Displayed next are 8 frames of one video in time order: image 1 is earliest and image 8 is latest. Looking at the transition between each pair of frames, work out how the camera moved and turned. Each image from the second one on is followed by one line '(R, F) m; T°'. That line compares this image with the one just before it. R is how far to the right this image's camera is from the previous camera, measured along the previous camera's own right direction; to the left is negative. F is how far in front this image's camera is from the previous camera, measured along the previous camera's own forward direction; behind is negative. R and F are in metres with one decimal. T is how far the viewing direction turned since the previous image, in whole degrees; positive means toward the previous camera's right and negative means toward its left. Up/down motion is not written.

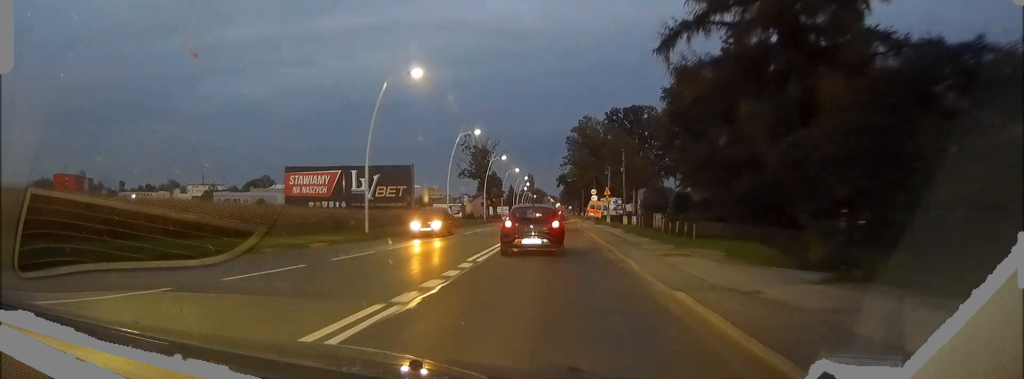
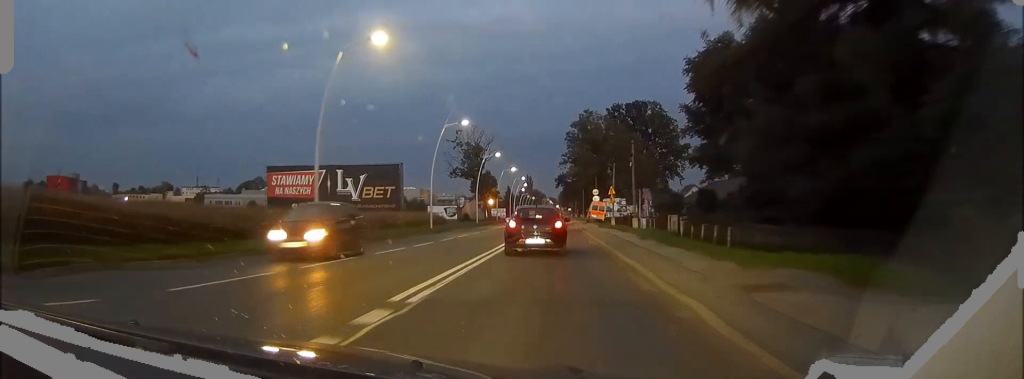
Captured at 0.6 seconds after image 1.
(0.0, +7.8) m; 0°
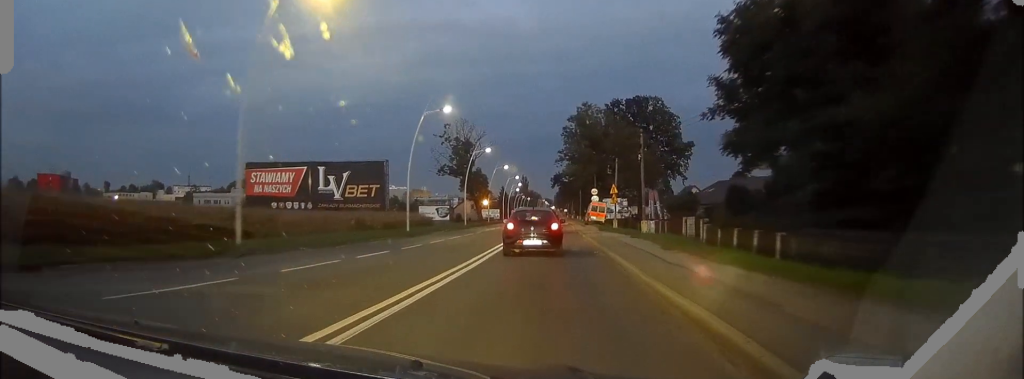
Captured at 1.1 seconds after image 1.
(0.0, +6.9) m; 0°
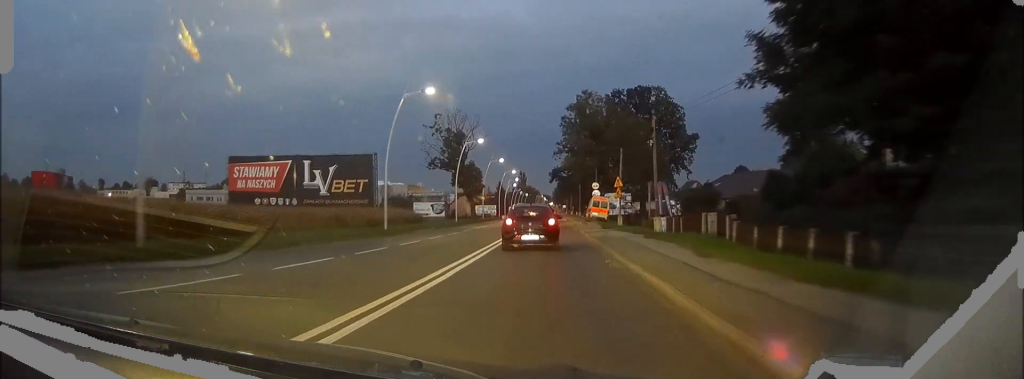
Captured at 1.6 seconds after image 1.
(0.0, +5.9) m; 0°
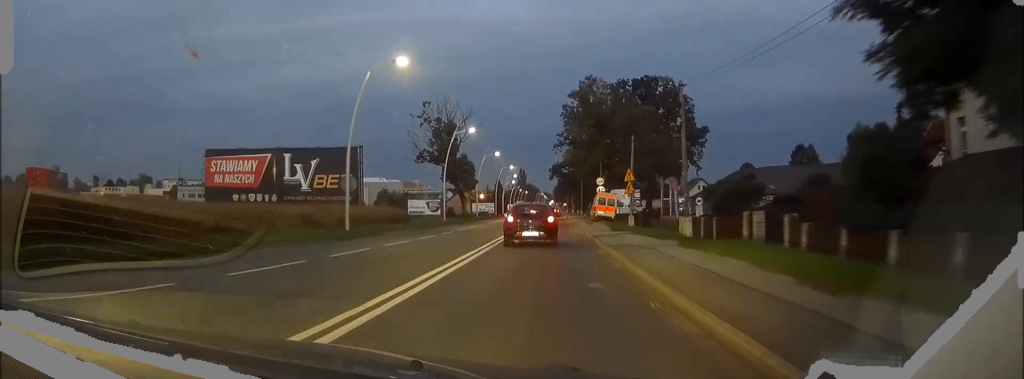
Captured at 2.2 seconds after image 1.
(0.0, +8.0) m; 0°
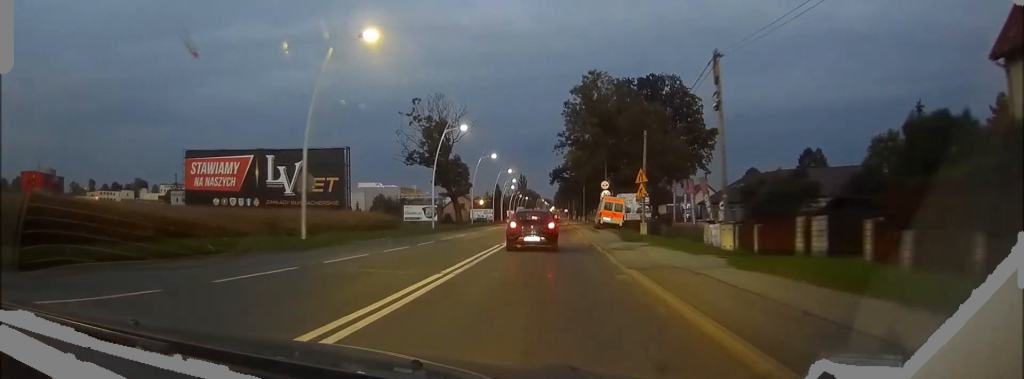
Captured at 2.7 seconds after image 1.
(0.0, +6.3) m; 0°
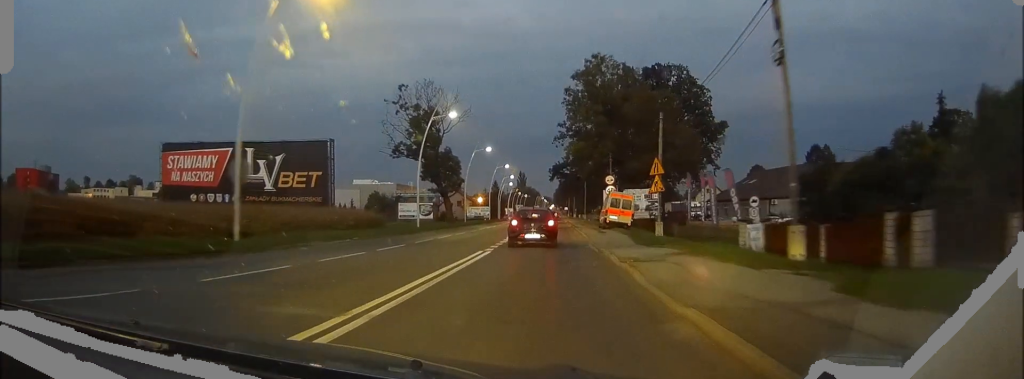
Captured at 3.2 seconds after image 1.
(0.0, +6.3) m; 0°
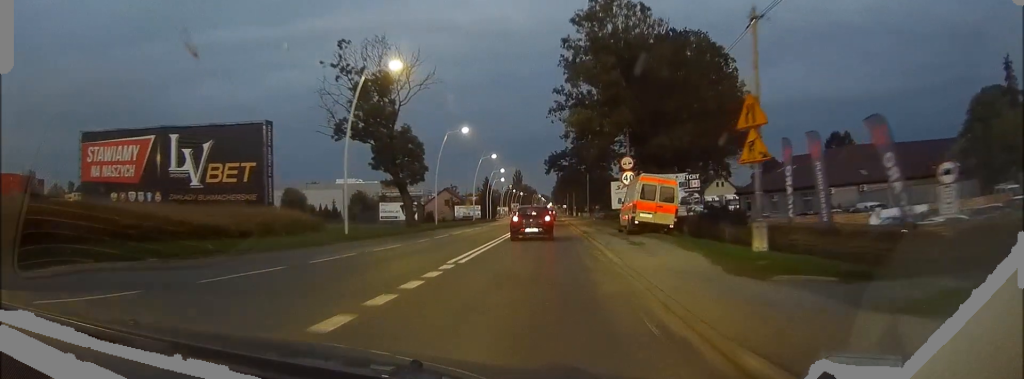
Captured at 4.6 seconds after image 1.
(0.0, +17.5) m; 0°
